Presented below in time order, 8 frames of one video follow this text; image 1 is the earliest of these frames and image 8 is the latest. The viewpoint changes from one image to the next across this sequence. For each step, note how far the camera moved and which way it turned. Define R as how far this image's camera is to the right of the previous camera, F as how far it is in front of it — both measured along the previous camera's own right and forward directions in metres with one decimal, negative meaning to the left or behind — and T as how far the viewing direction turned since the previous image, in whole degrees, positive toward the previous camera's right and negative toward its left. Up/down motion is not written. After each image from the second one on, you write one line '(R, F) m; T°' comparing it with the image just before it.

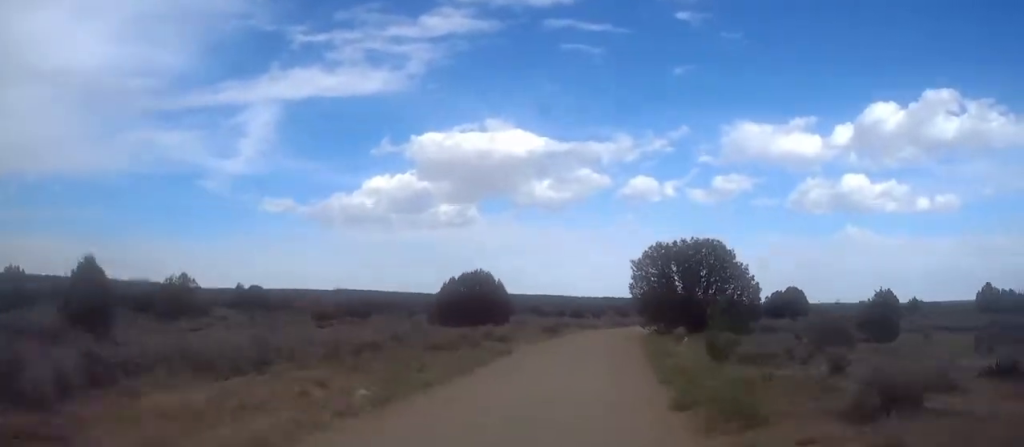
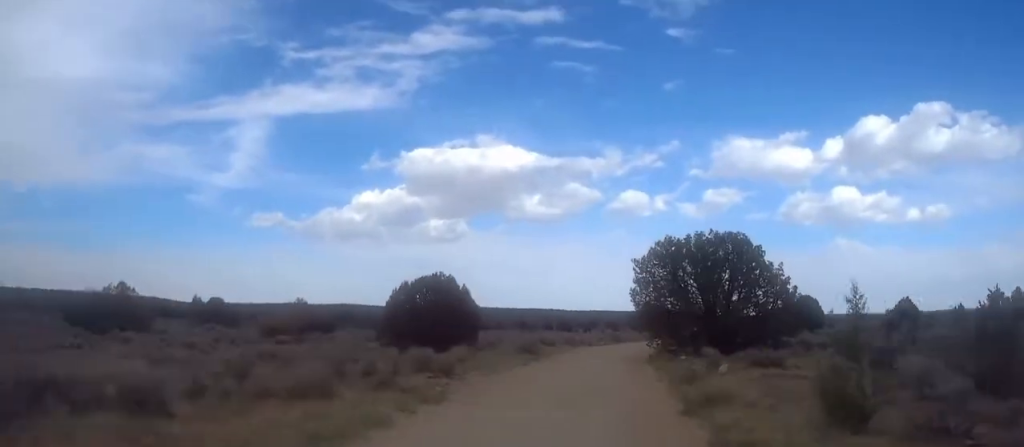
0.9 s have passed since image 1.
(+0.2, +9.3) m; +1°
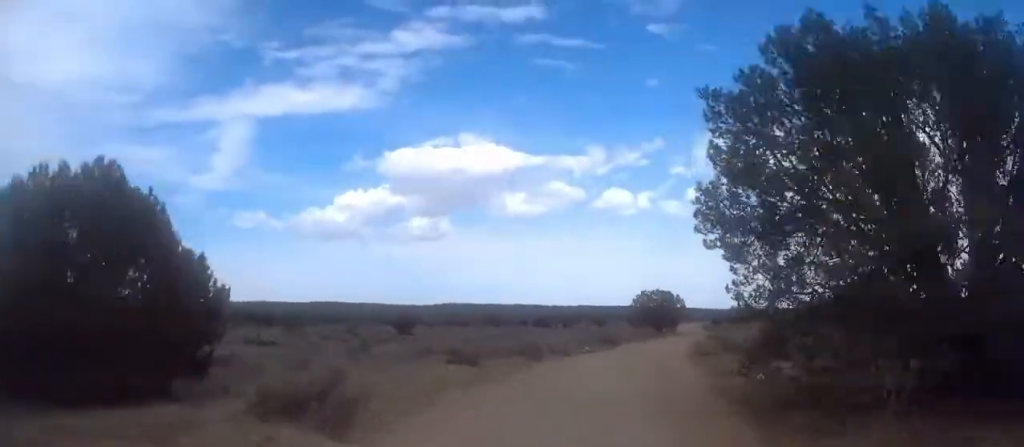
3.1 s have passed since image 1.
(+0.3, +24.1) m; +1°
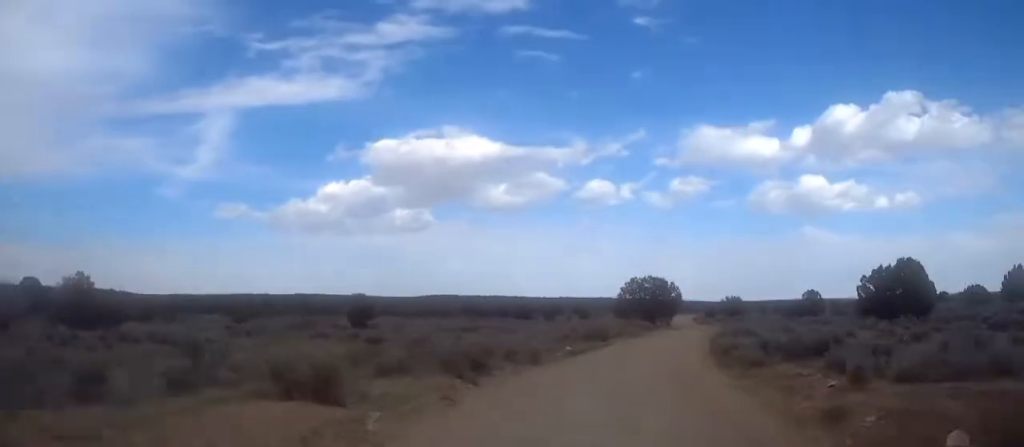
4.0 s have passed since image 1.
(+0.1, +9.5) m; +2°
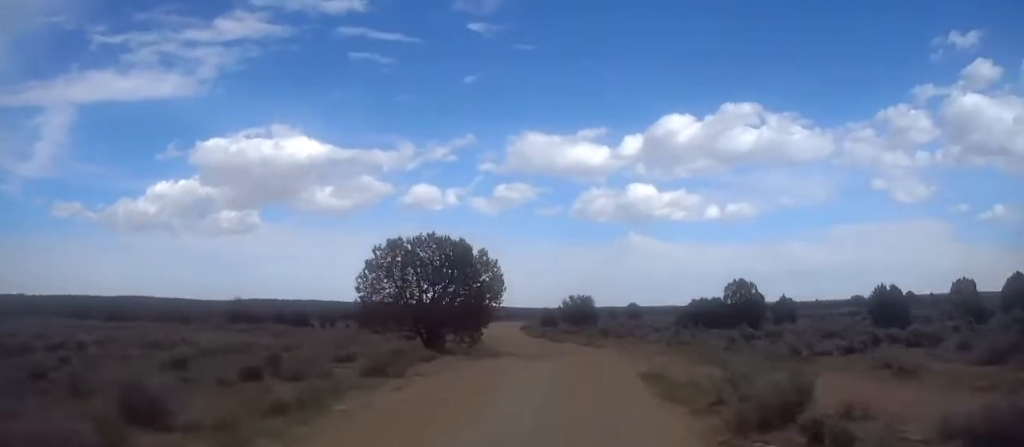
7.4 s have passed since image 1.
(+3.2, +38.2) m; +10°
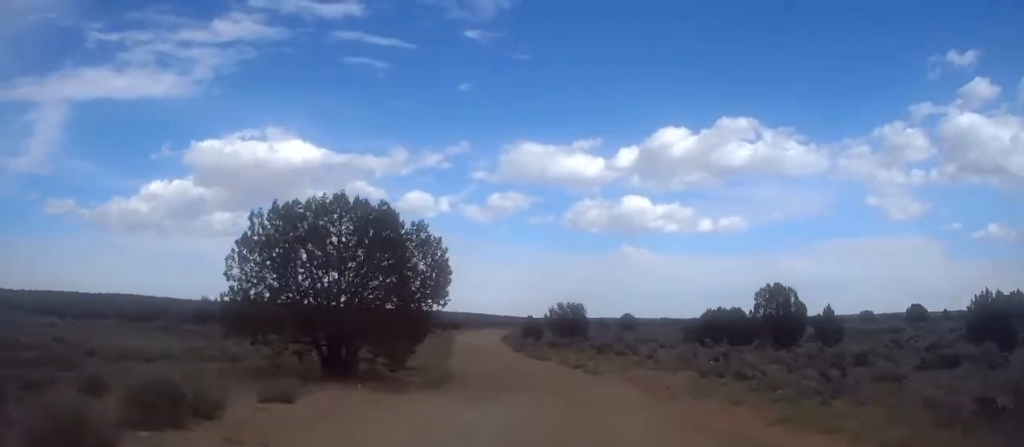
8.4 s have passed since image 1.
(+0.2, +11.5) m; +1°
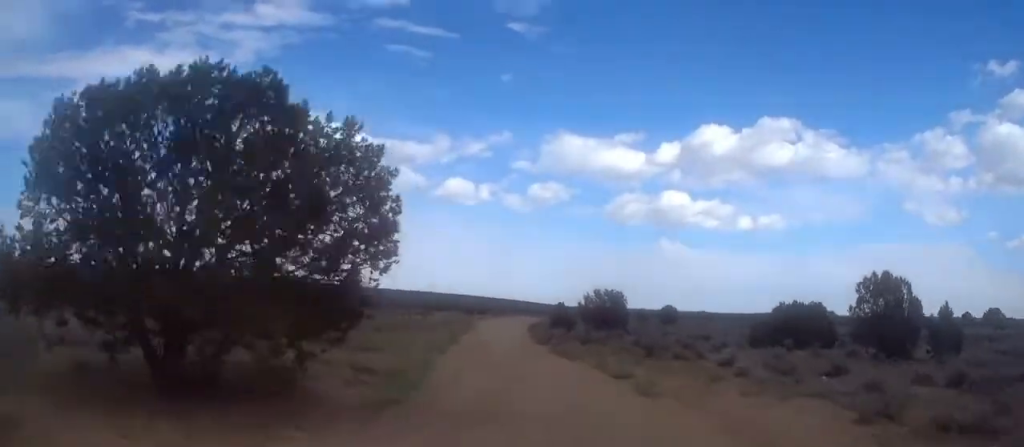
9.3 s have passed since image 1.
(+0.1, +10.7) m; +1°
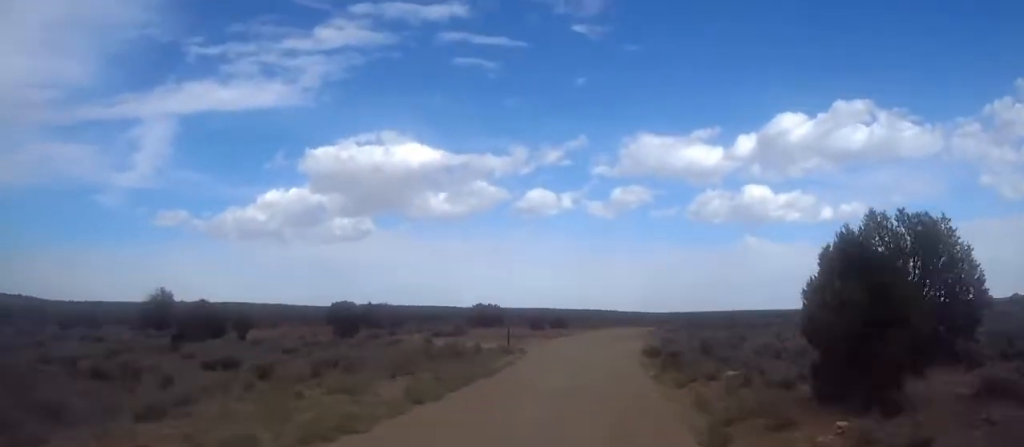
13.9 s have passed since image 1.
(-0.7, +49.9) m; -3°
